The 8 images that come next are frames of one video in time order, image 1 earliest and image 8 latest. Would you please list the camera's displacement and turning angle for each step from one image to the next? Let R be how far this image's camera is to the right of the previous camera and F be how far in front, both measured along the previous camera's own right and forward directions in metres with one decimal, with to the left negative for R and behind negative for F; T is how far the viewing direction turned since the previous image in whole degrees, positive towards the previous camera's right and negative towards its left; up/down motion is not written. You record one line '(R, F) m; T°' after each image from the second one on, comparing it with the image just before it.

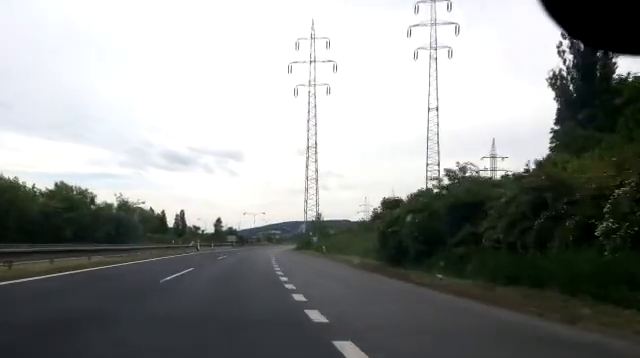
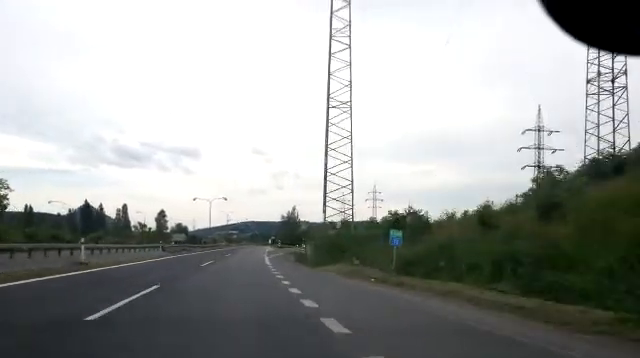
(+2.7, +41.8) m; +6°
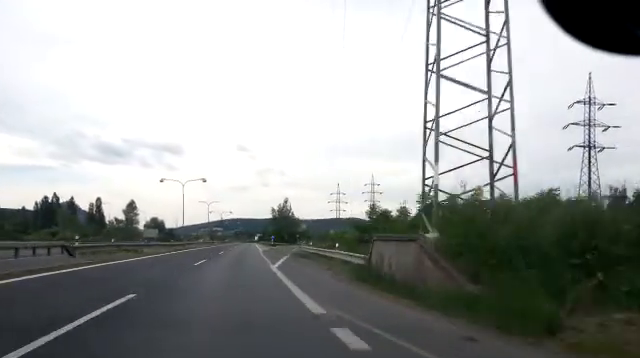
(+0.2, +20.5) m; +2°
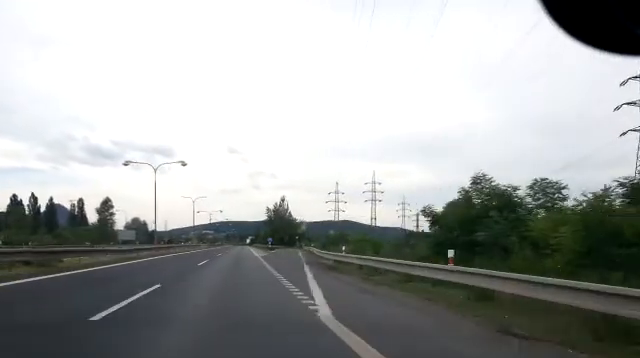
(+0.1, +14.9) m; +1°
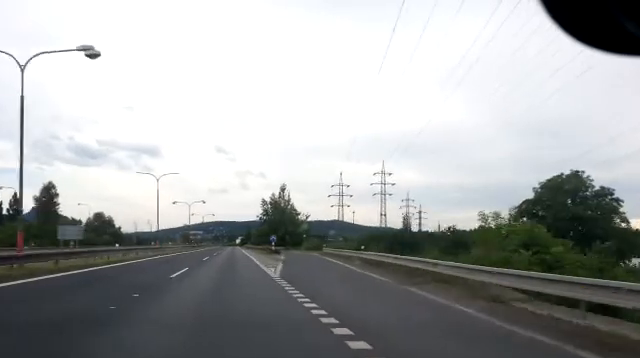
(+0.7, +27.3) m; 0°
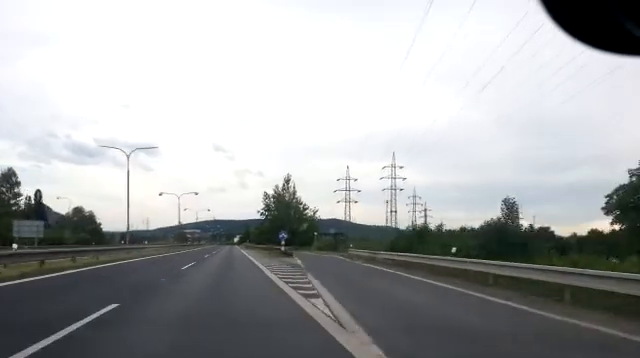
(-0.4, +13.8) m; -1°
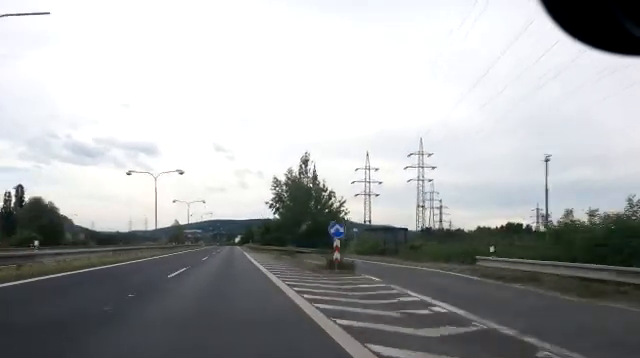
(0.0, +23.4) m; 0°
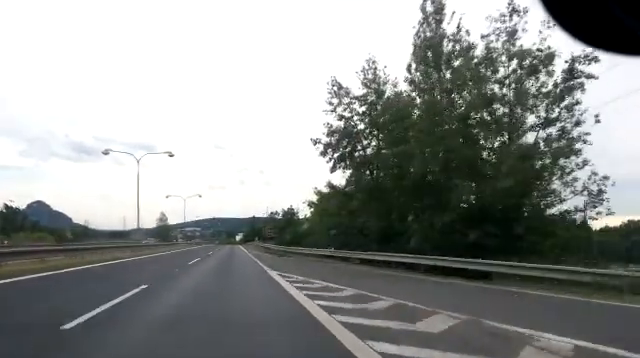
(-0.2, +47.5) m; 0°
